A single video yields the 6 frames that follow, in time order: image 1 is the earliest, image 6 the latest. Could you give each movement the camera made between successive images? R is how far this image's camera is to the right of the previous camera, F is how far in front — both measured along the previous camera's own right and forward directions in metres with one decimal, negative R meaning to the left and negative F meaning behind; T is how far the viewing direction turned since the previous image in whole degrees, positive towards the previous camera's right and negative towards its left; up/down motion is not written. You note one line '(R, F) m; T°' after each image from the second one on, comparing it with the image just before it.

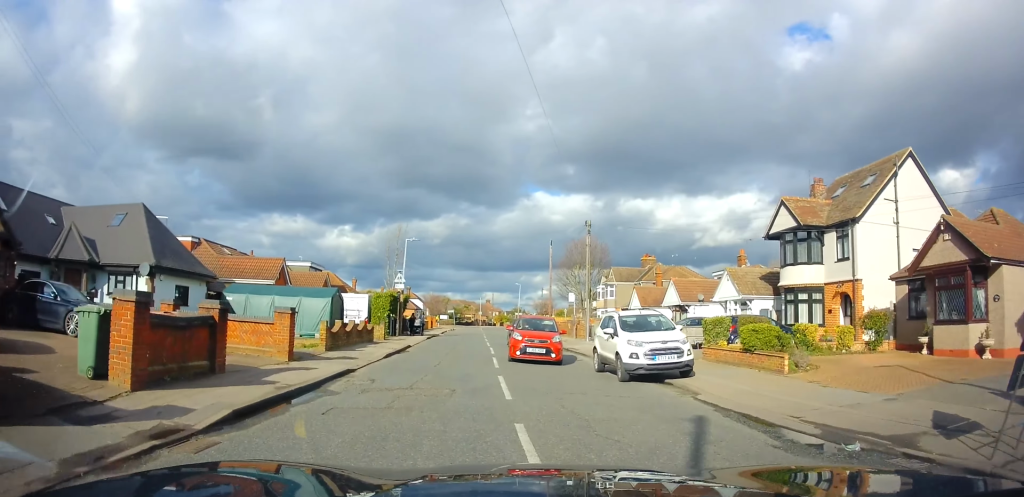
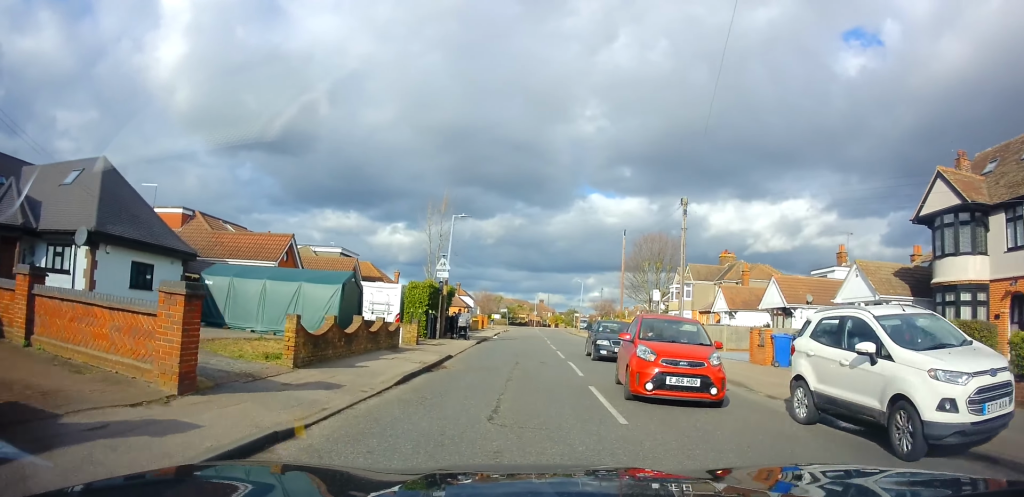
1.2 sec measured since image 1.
(-0.5, +8.5) m; -4°
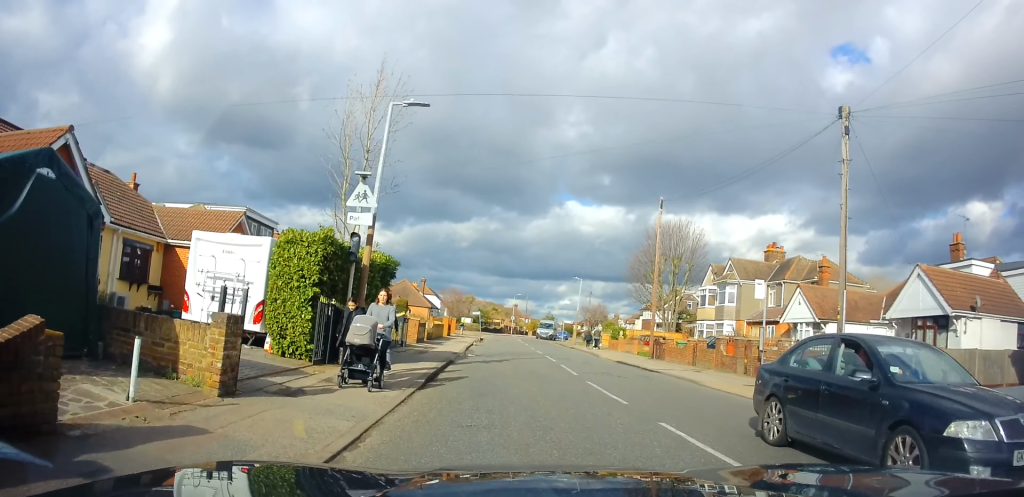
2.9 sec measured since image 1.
(0.0, +11.3) m; +2°
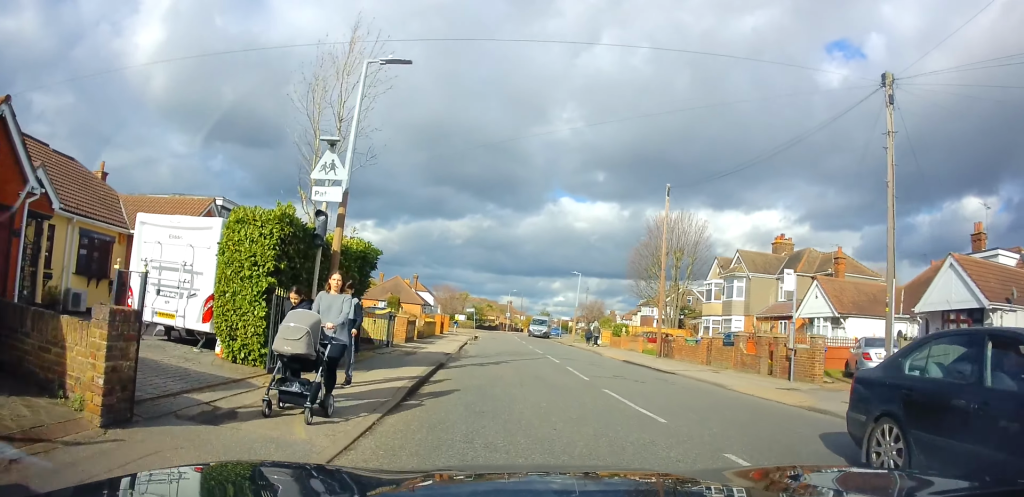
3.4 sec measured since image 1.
(0.0, +2.7) m; +1°
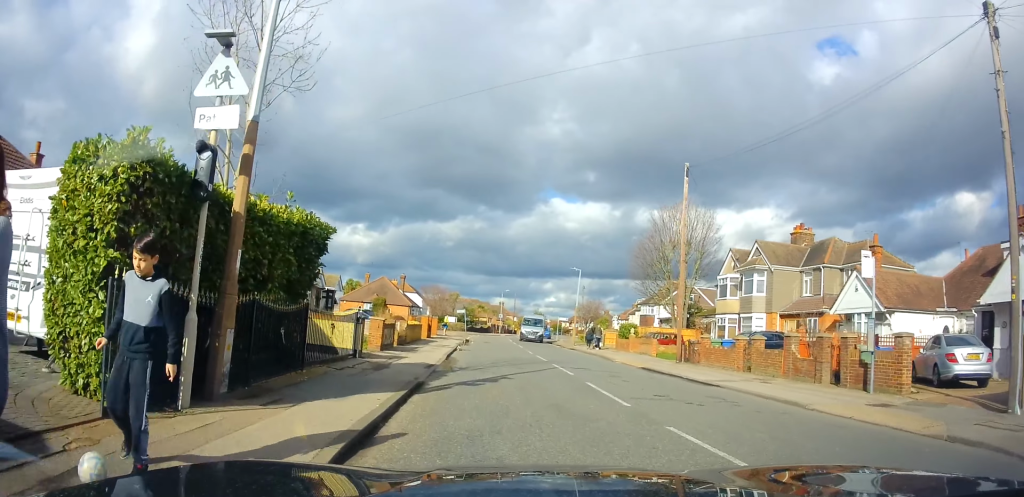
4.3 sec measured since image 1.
(+0.1, +4.7) m; +1°
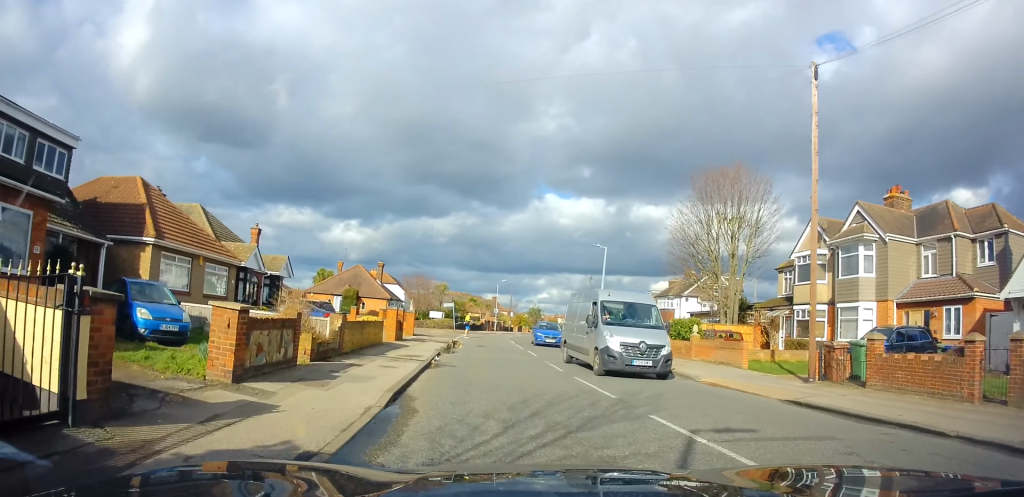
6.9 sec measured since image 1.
(+0.1, +12.2) m; 0°
